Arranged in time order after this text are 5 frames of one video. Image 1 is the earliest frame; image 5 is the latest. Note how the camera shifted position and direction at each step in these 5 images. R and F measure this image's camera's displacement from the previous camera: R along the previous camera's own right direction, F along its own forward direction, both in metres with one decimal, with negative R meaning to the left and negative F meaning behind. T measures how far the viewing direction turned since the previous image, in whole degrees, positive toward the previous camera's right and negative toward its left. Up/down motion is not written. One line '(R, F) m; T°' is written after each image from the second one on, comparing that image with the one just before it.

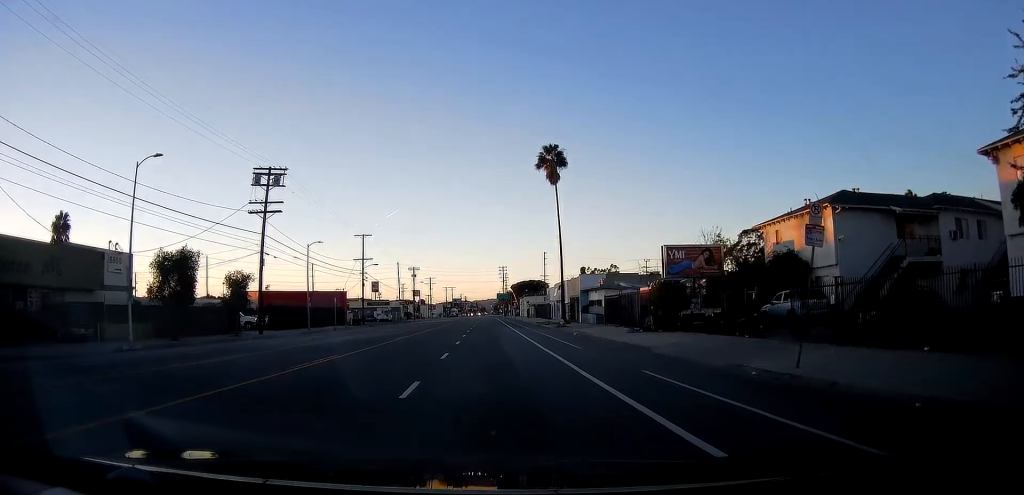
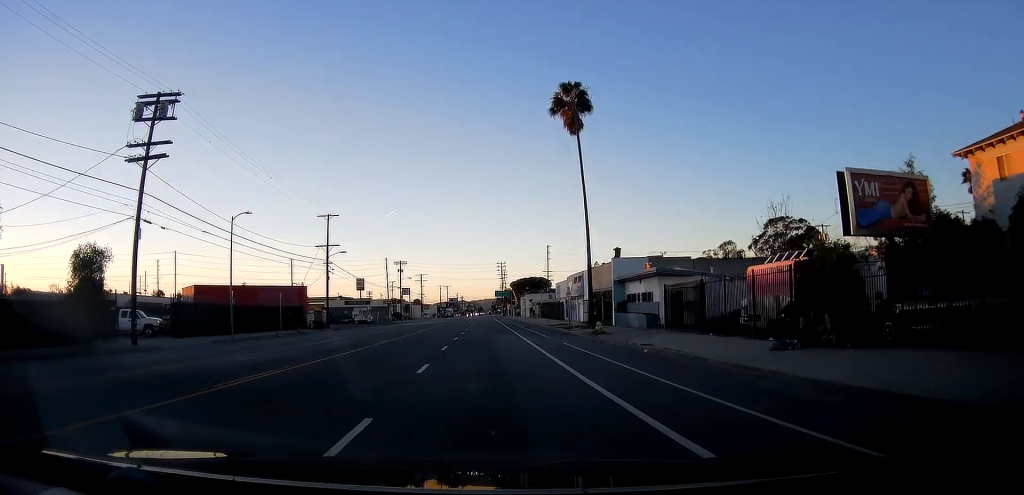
(+0.3, +18.1) m; -2°
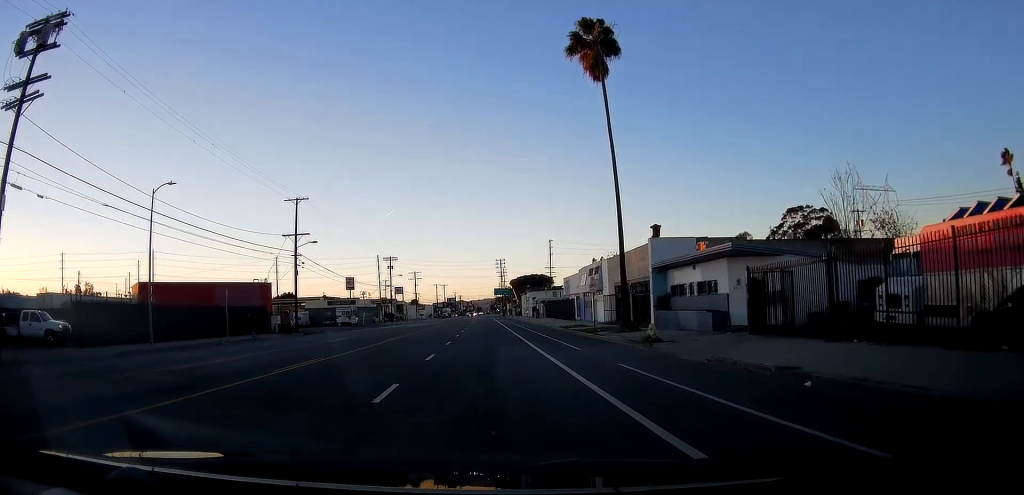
(-0.3, +11.2) m; -2°
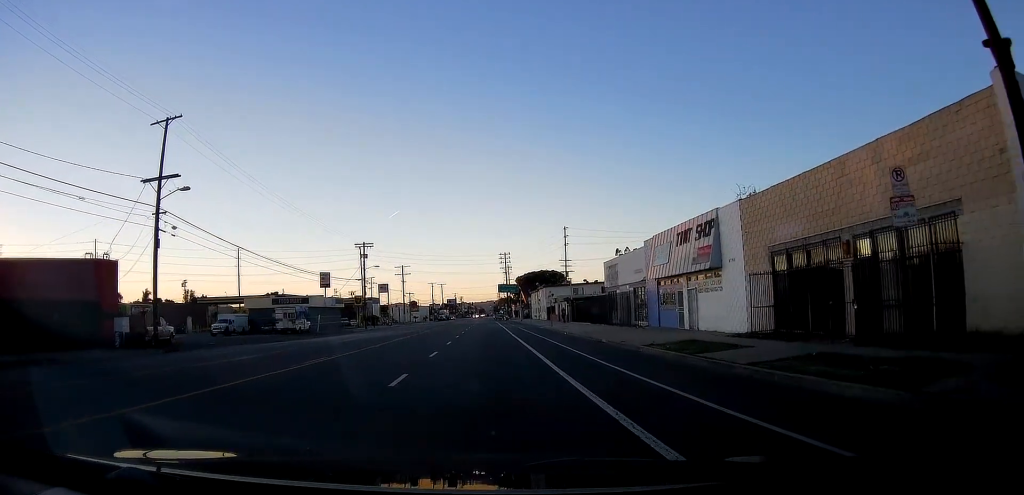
(0.0, +27.6) m; 0°
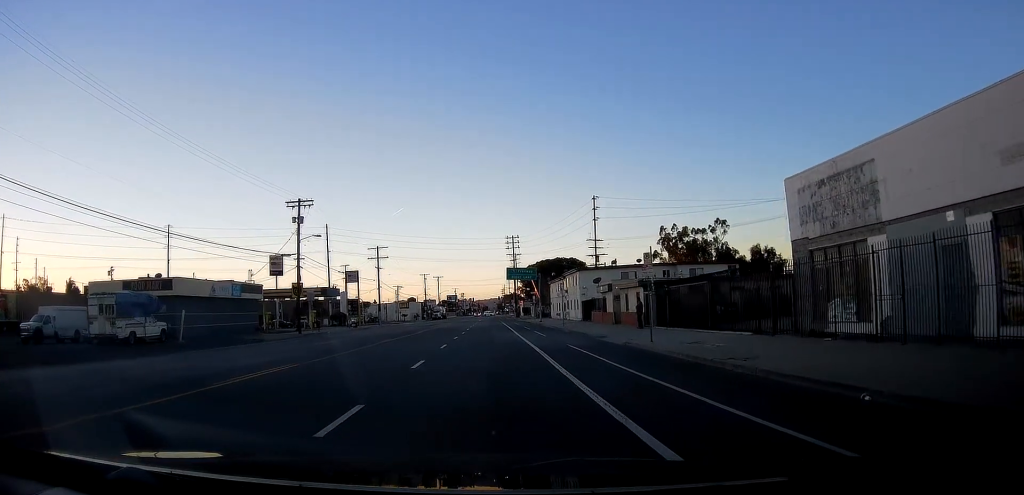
(+0.2, +34.2) m; +4°
